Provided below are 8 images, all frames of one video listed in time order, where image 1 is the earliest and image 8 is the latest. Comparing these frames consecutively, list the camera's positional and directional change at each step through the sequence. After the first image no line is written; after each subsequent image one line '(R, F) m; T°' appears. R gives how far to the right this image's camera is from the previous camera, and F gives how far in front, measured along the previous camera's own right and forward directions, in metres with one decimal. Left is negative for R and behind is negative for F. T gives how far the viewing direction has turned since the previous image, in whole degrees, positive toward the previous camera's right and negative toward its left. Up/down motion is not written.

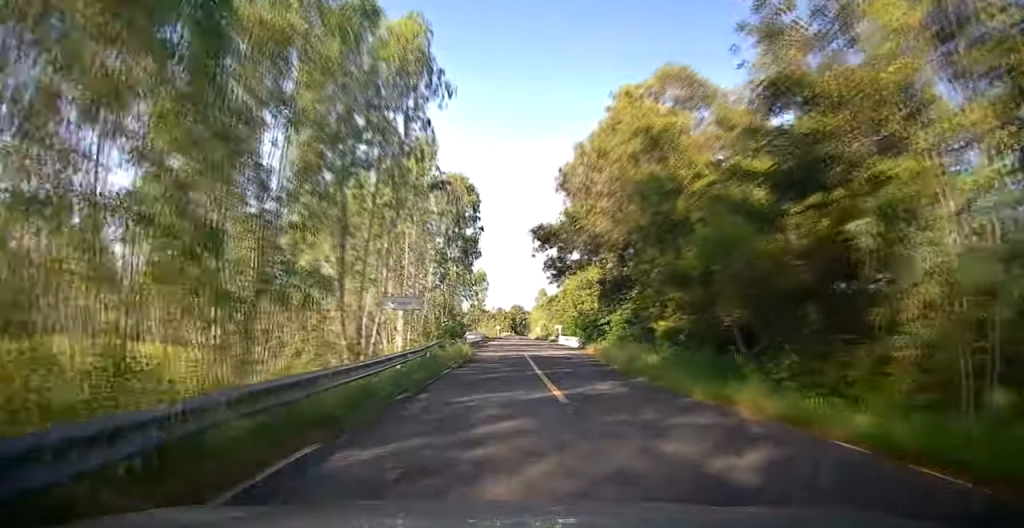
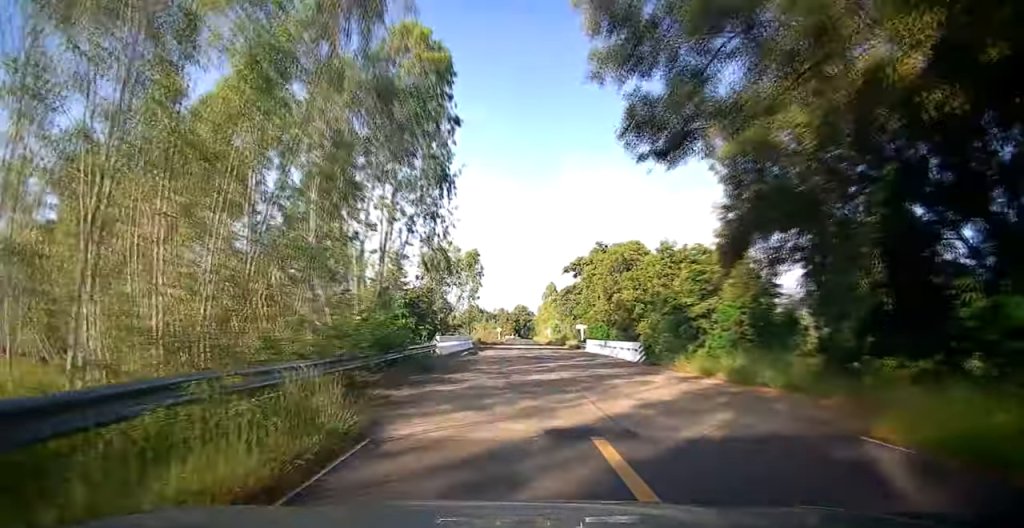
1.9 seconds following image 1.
(-0.3, +21.9) m; -2°
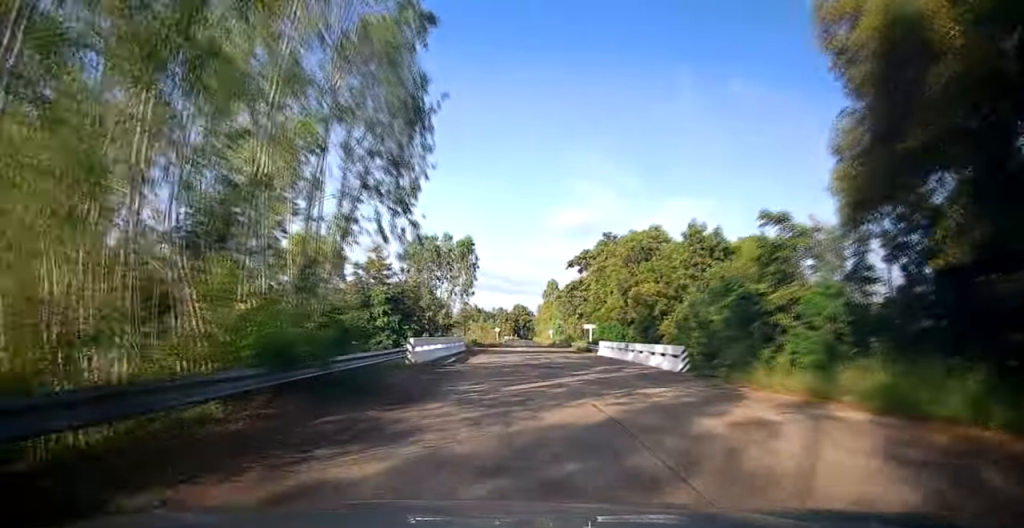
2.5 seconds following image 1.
(-0.1, +6.9) m; 0°
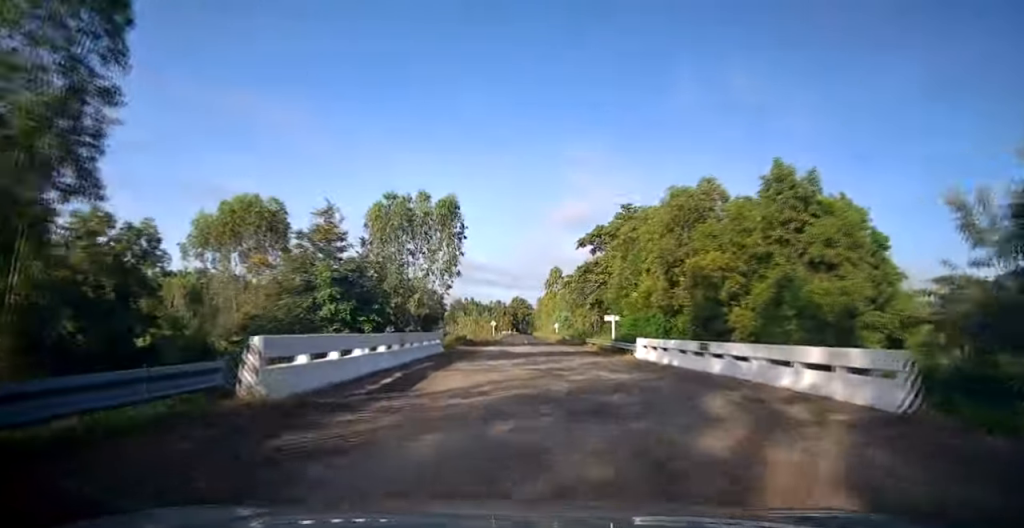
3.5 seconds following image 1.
(+0.1, +12.3) m; +2°
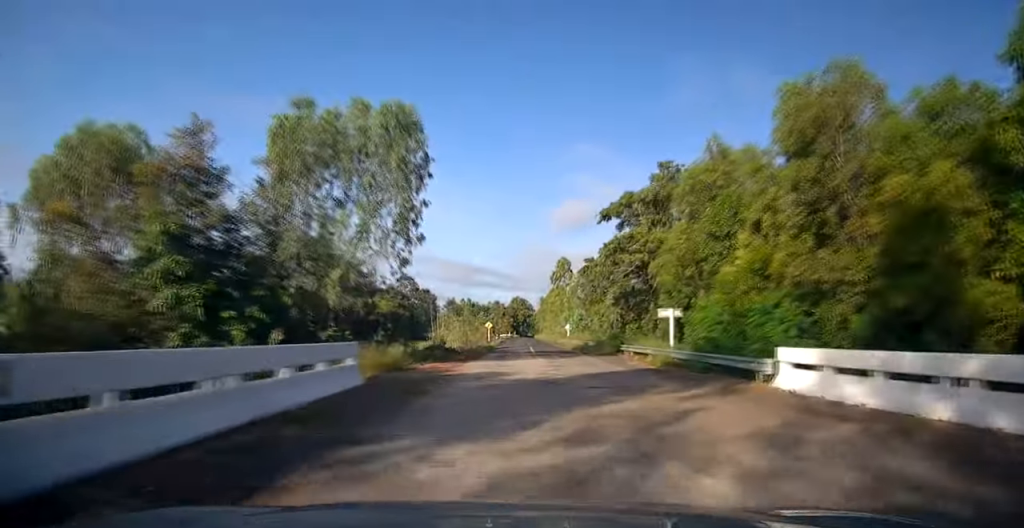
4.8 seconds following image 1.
(+0.2, +15.0) m; +1°
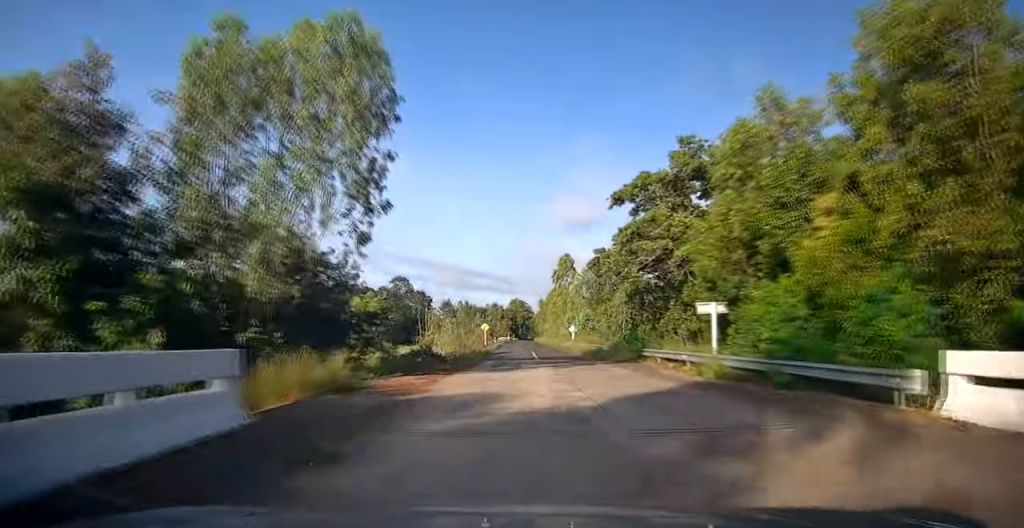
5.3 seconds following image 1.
(0.0, +5.8) m; 0°
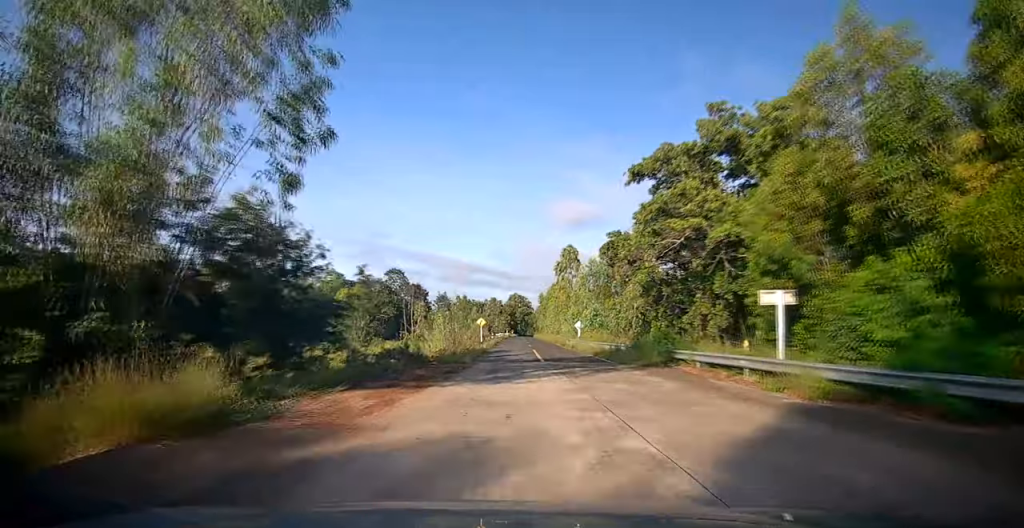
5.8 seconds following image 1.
(0.0, +5.4) m; 0°
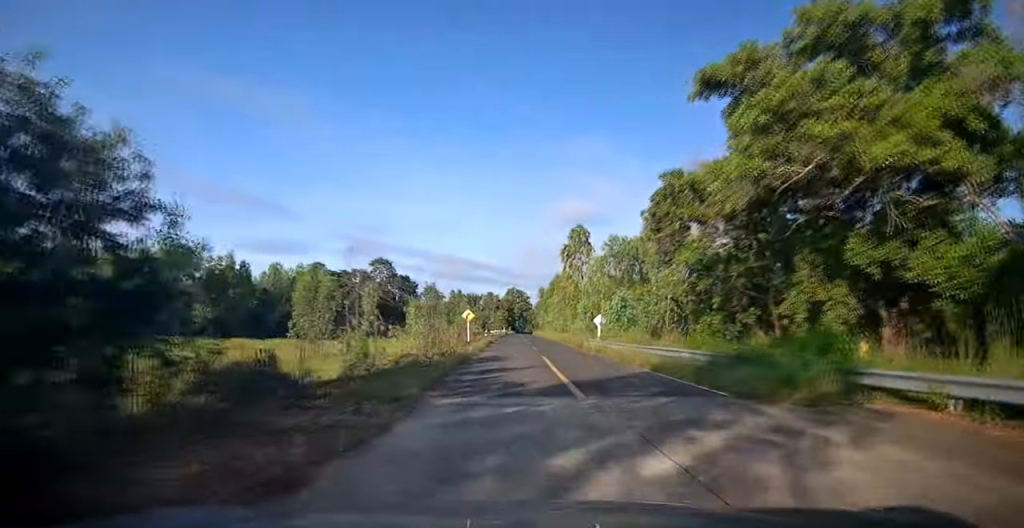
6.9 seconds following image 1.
(-0.1, +12.3) m; 0°
